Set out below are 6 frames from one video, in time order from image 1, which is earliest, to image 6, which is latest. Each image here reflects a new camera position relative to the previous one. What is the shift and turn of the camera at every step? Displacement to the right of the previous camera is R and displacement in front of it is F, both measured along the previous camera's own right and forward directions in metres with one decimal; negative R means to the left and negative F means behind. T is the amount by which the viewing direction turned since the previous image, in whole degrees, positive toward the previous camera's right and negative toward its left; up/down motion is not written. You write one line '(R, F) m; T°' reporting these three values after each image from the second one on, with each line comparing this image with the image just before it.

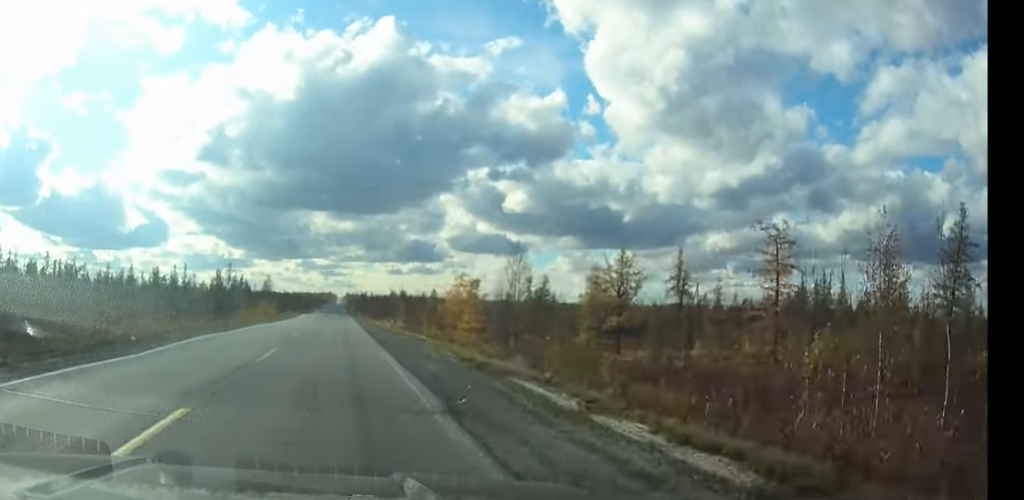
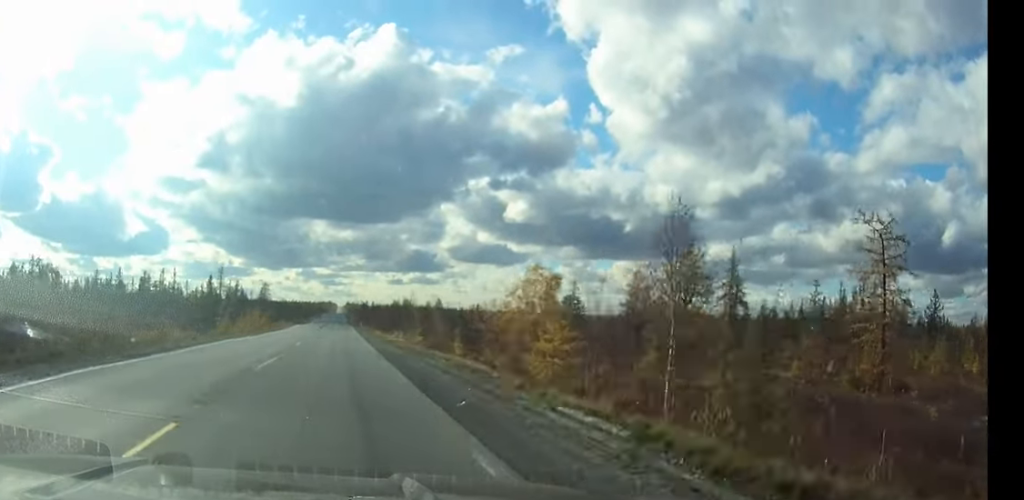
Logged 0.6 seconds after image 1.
(+0.1, +12.1) m; 0°
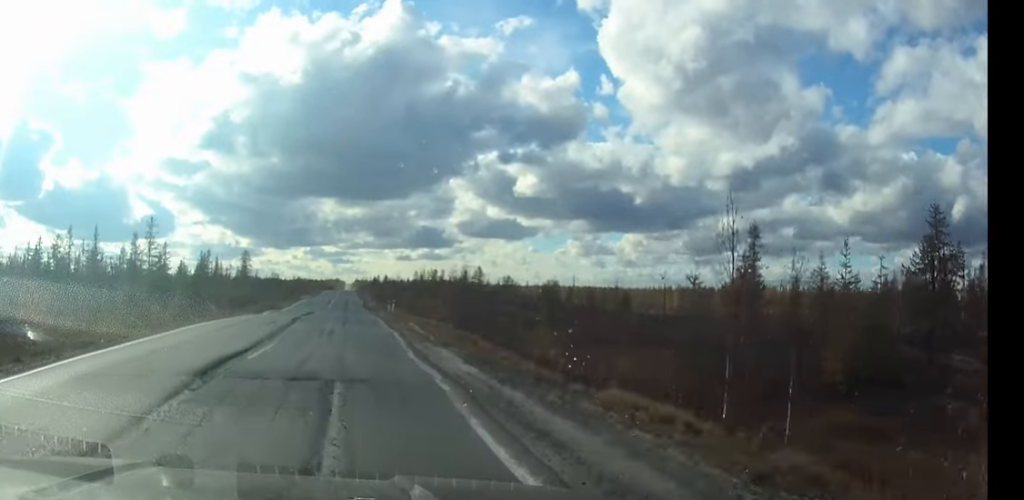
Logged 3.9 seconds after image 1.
(0.0, +59.8) m; 0°
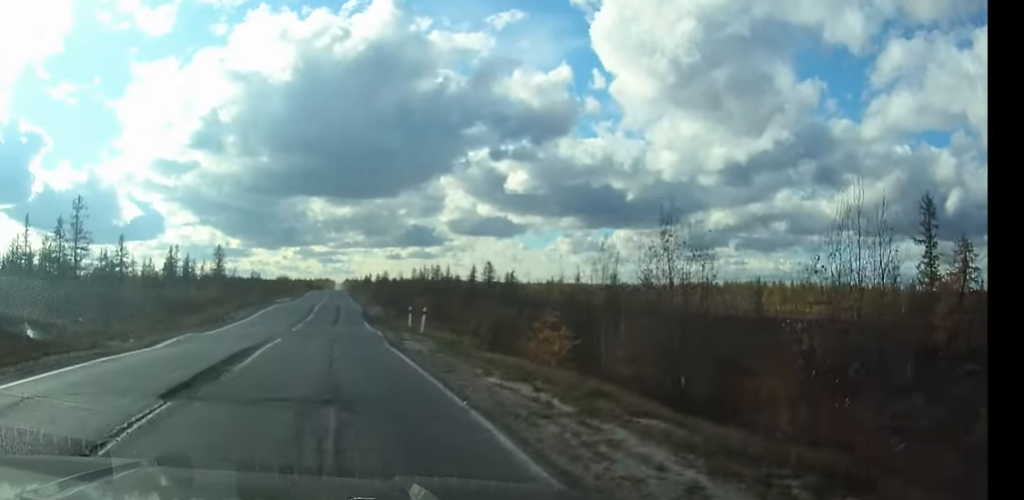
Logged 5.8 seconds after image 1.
(0.0, +24.2) m; 0°
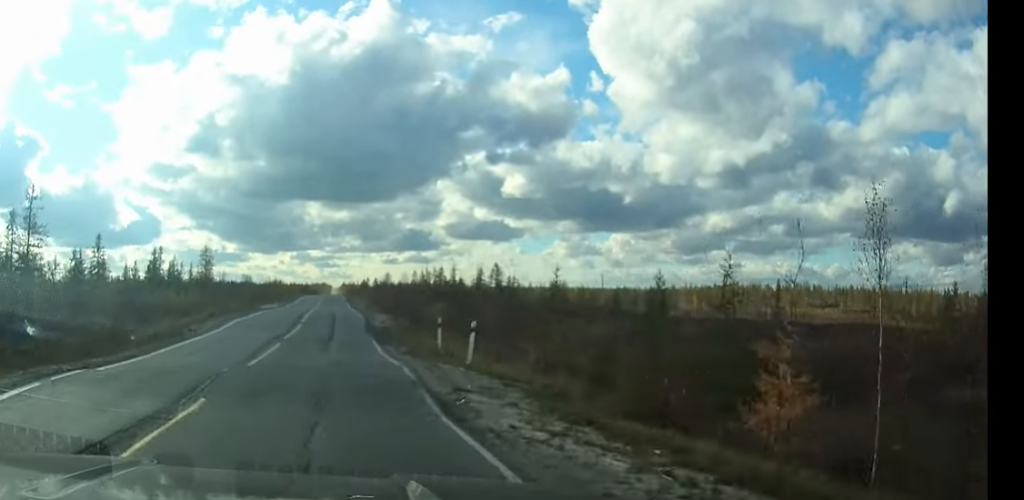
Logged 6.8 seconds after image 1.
(0.0, +11.4) m; 0°
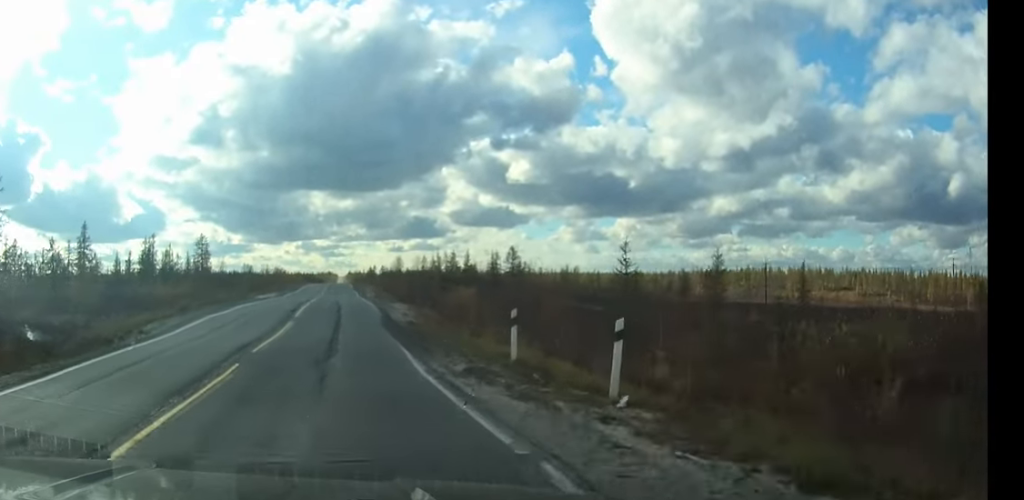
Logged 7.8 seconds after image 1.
(0.0, +9.6) m; 0°
